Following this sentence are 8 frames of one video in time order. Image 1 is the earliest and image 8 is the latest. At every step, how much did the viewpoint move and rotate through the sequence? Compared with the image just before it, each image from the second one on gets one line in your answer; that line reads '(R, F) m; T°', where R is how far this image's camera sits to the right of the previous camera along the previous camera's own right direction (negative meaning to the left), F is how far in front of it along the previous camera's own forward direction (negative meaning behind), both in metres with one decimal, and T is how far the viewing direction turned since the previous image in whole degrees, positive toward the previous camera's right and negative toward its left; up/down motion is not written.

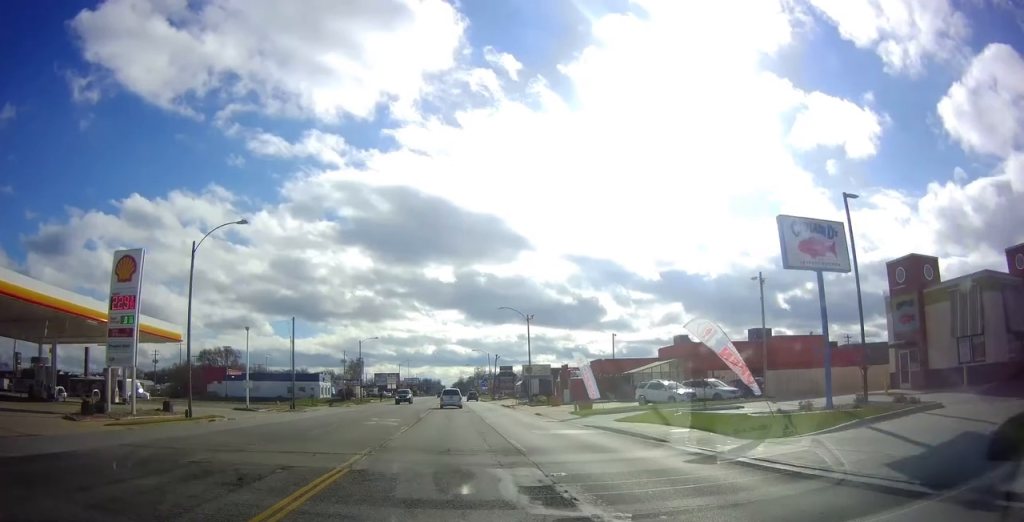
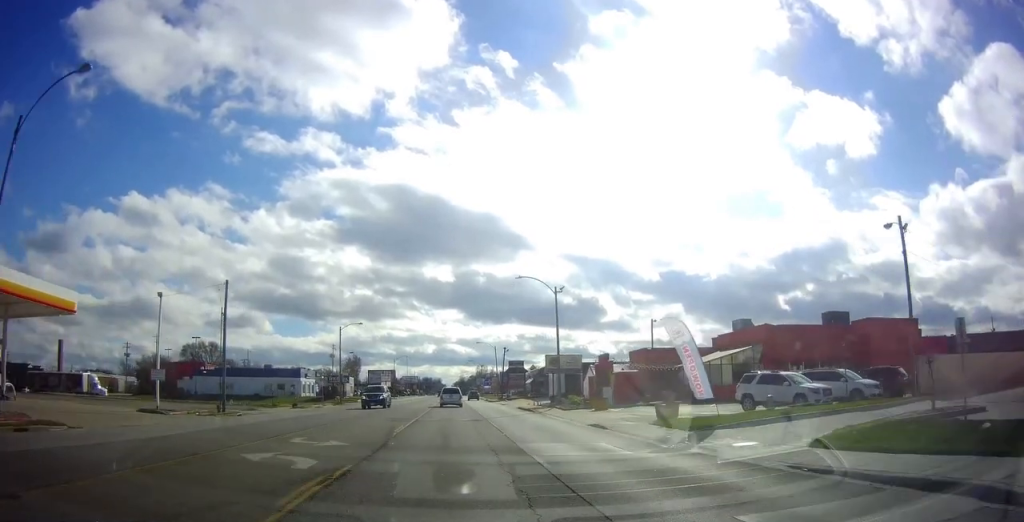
(0.0, +15.7) m; 0°
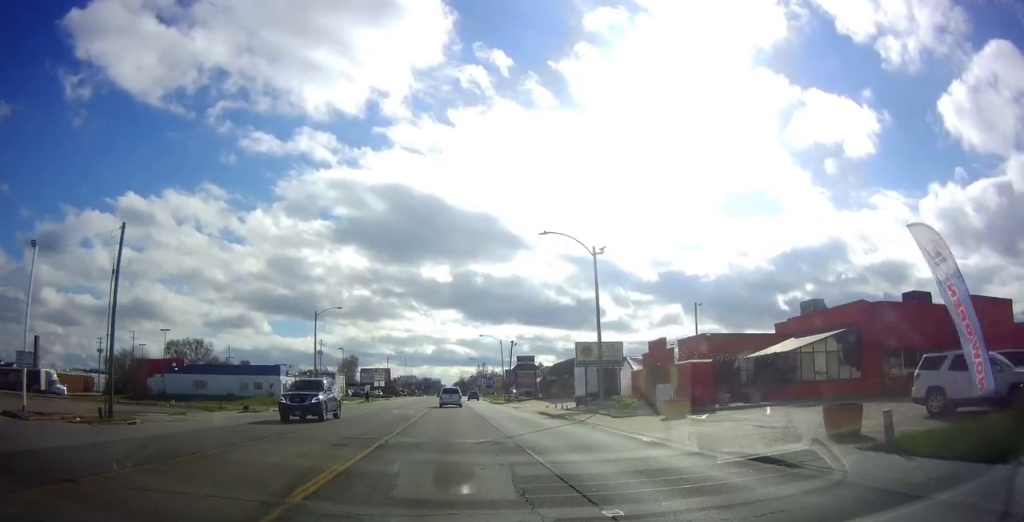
(0.0, +12.1) m; -1°
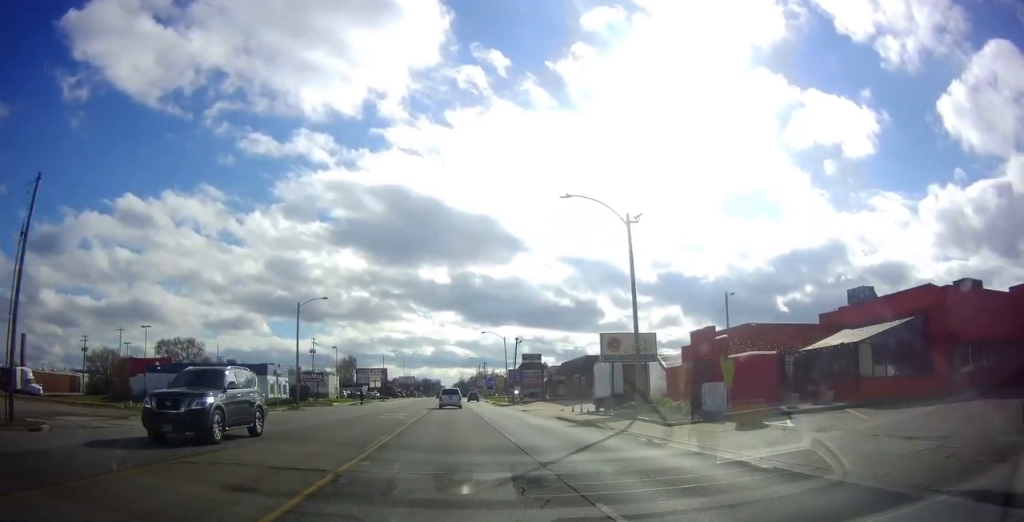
(+0.1, +6.4) m; -1°
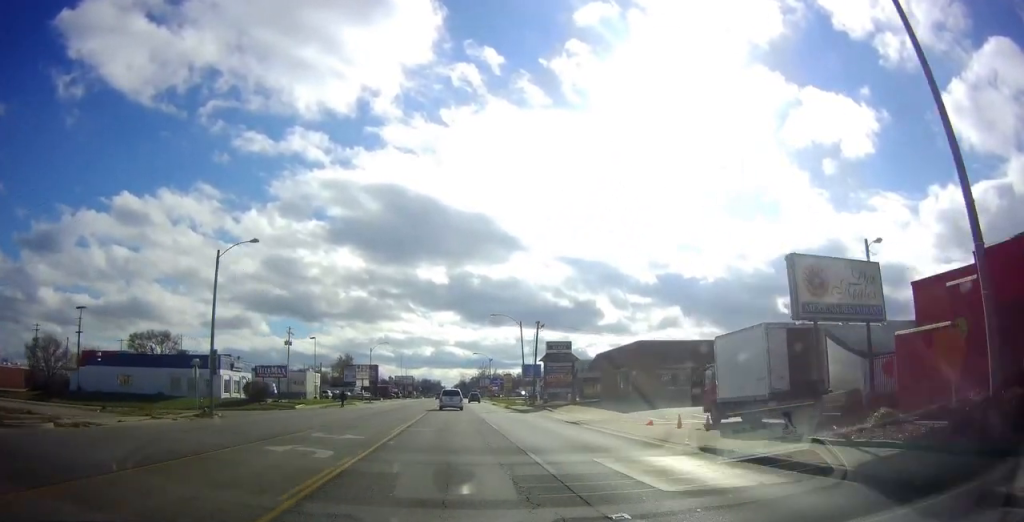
(-0.9, +18.9) m; -1°
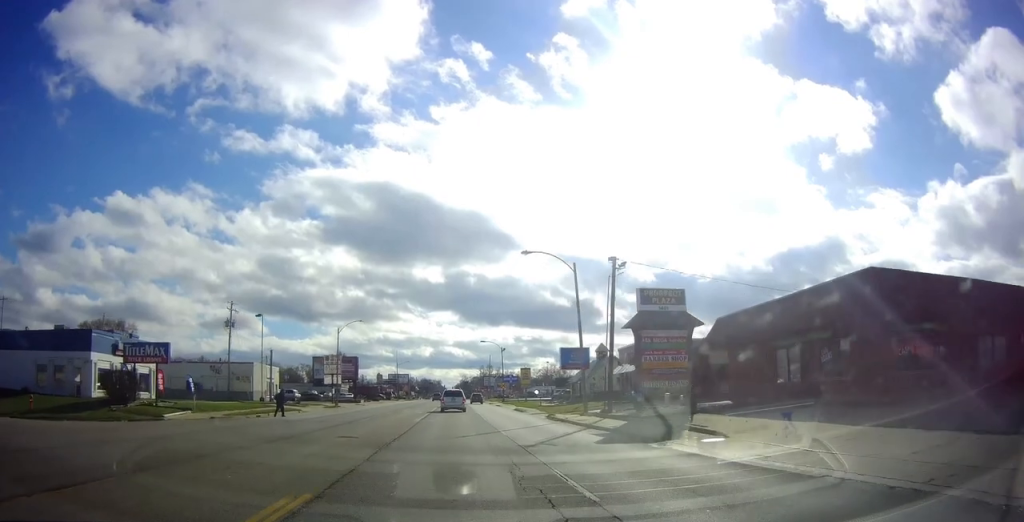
(+1.5, +27.5) m; +3°
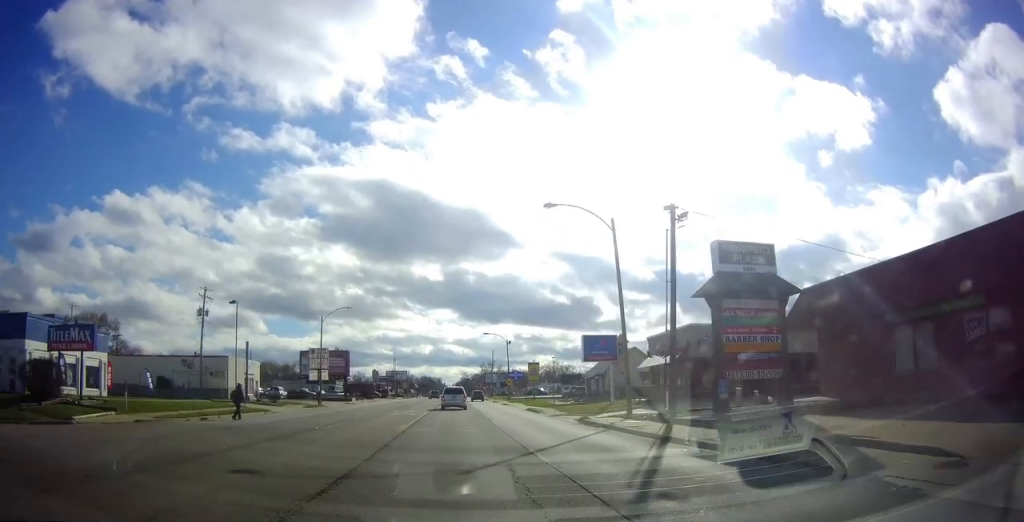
(0.0, +8.3) m; 0°
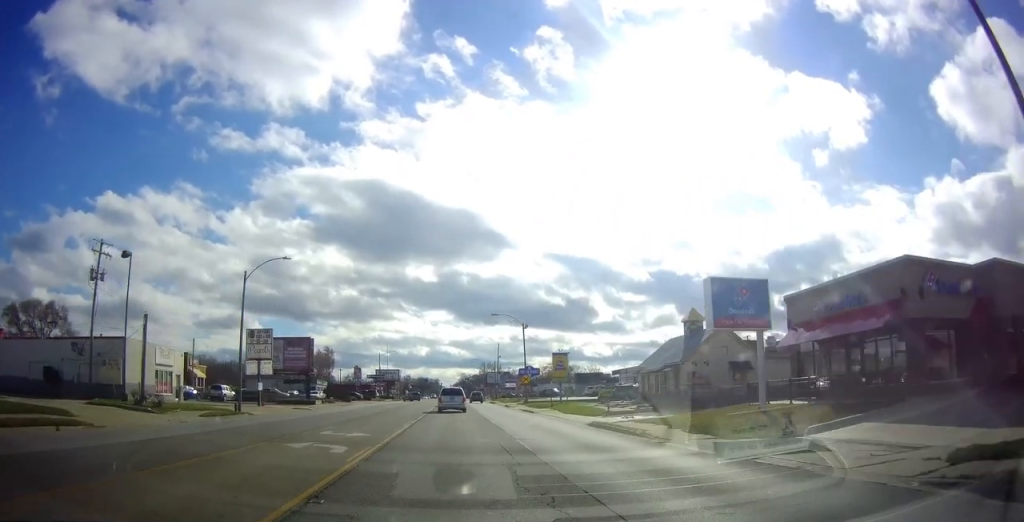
(0.0, +22.7) m; 0°
